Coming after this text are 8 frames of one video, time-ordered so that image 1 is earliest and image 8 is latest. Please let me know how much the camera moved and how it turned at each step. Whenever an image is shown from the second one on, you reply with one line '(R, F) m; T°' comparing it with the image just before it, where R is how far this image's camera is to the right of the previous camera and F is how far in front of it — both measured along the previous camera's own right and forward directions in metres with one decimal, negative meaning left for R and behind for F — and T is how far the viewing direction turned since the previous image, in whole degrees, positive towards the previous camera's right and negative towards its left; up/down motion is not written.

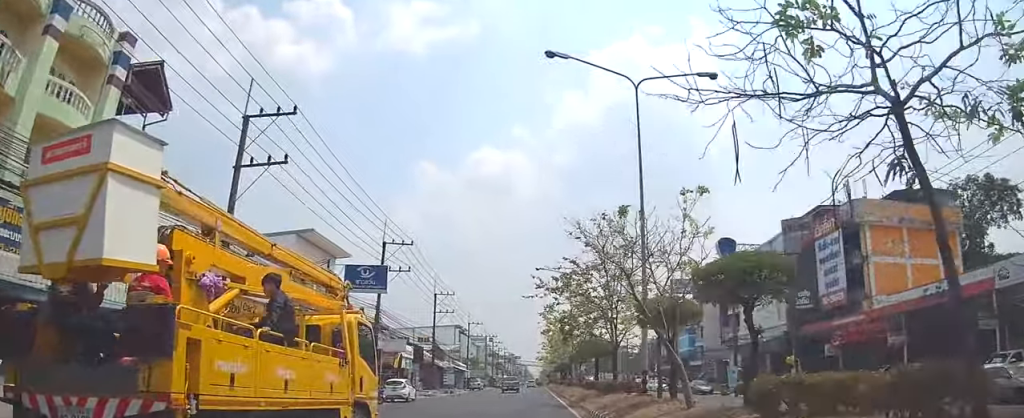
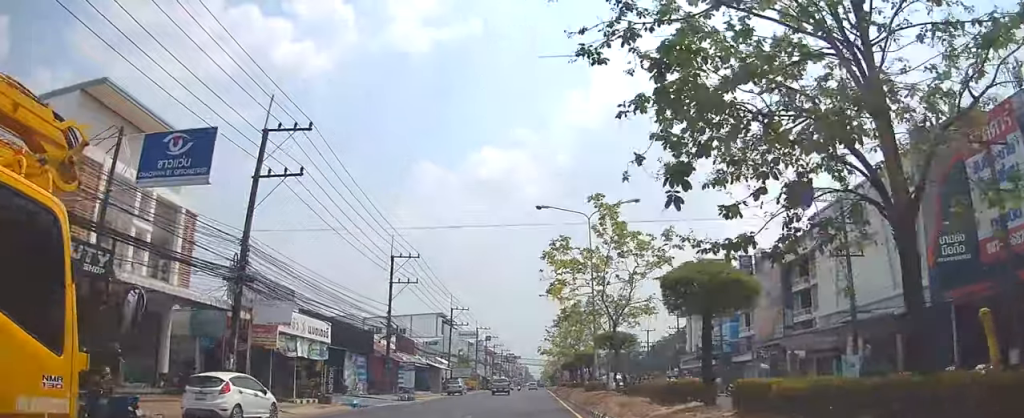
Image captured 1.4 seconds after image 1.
(+0.1, +21.3) m; +1°
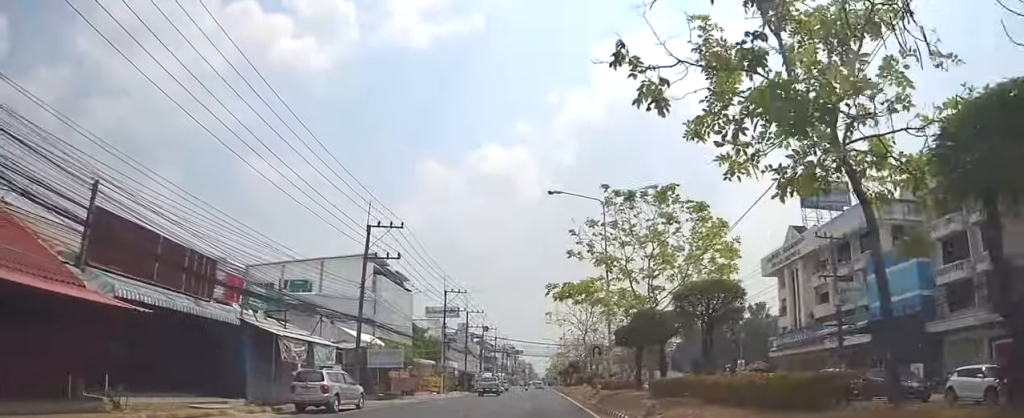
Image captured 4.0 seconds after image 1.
(+1.8, +41.4) m; +3°
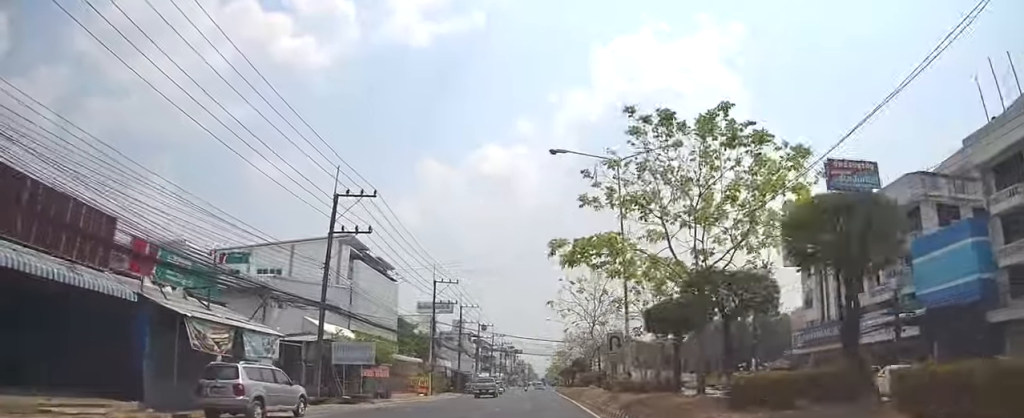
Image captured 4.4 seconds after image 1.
(-0.2, +6.6) m; -1°
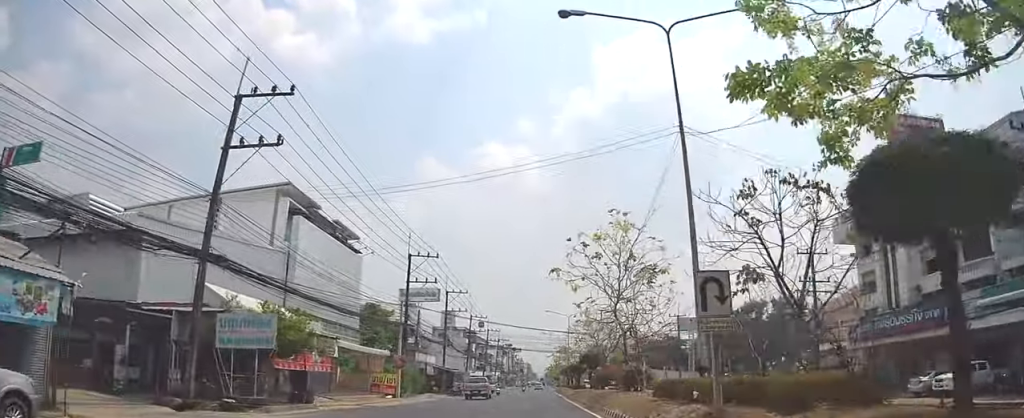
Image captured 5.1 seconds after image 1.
(-0.4, +12.0) m; -2°
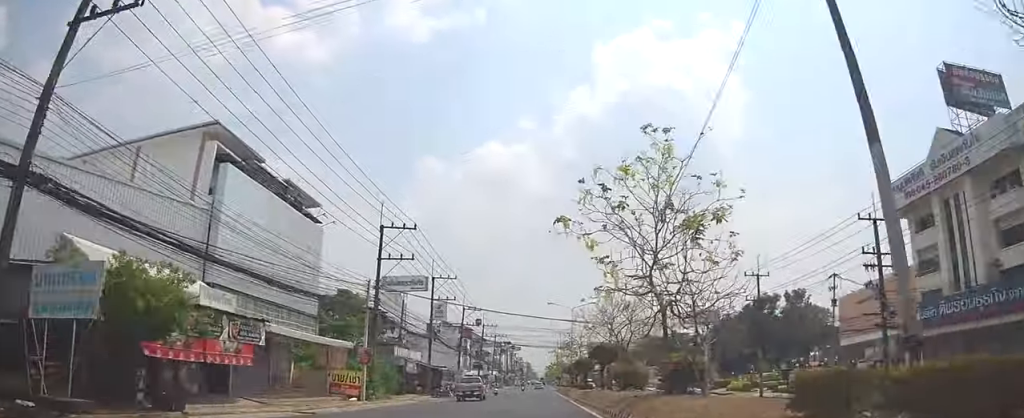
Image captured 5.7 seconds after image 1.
(0.0, +8.8) m; 0°
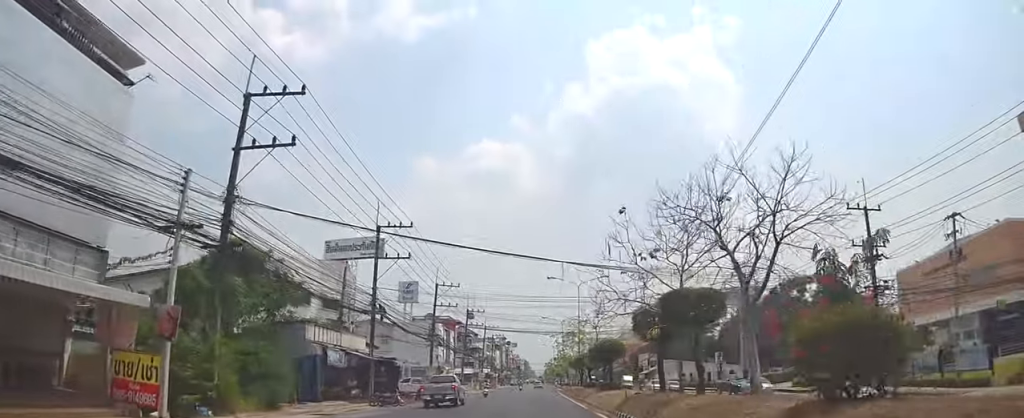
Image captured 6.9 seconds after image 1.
(+0.1, +19.9) m; 0°
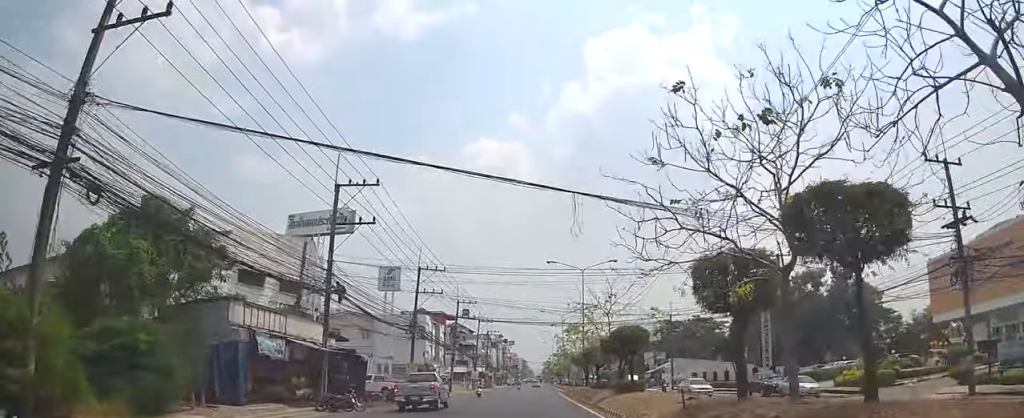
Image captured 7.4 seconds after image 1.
(0.0, +8.4) m; 0°
